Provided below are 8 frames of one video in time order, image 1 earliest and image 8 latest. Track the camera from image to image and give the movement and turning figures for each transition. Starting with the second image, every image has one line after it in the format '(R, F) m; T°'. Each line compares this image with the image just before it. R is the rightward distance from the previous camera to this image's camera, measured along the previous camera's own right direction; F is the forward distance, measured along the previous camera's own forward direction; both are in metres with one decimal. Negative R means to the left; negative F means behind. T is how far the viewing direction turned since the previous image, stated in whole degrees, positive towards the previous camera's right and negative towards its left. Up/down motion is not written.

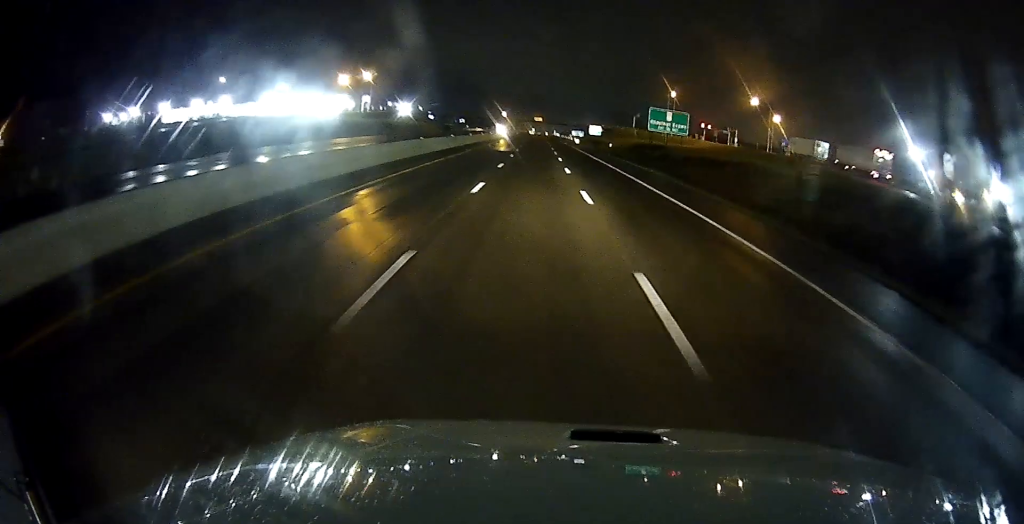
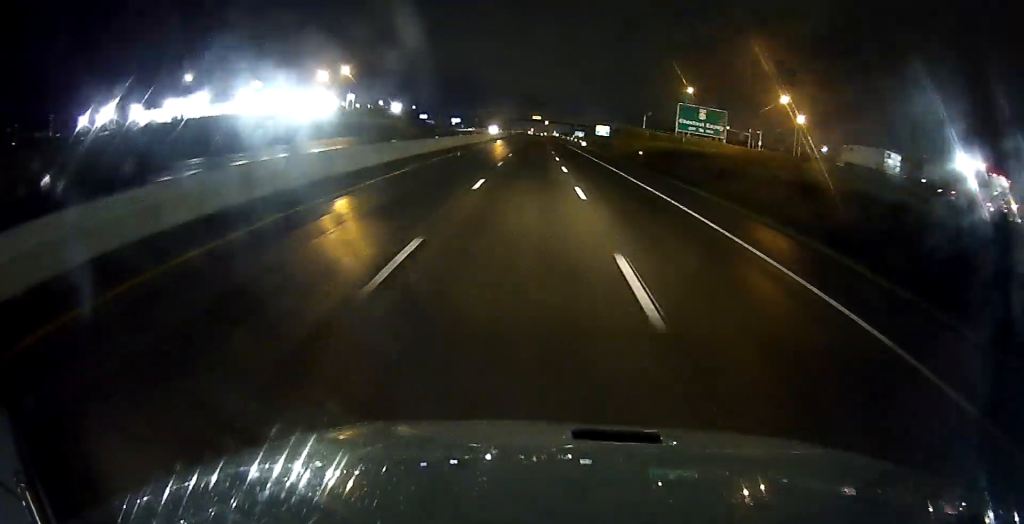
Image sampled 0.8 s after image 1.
(0.0, +23.2) m; +1°
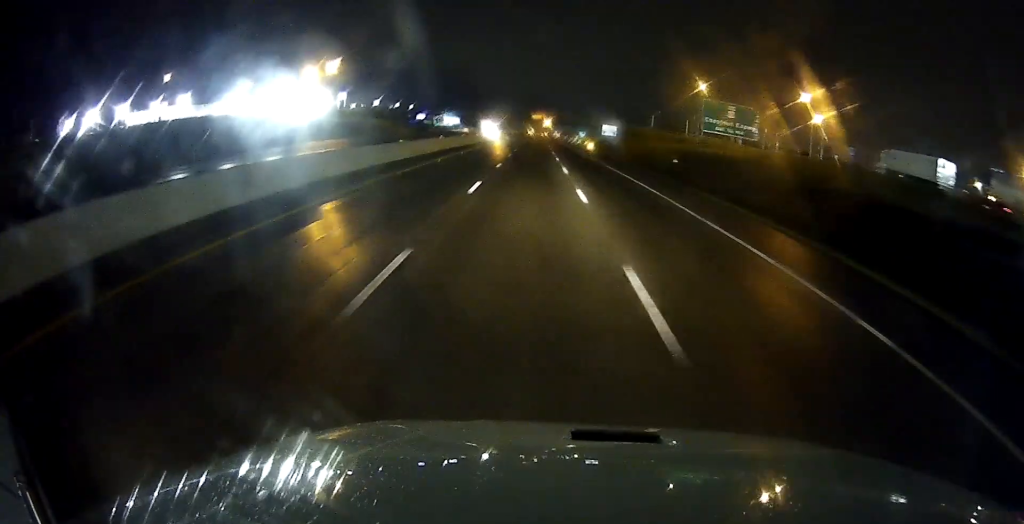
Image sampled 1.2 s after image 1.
(+0.2, +13.1) m; +1°
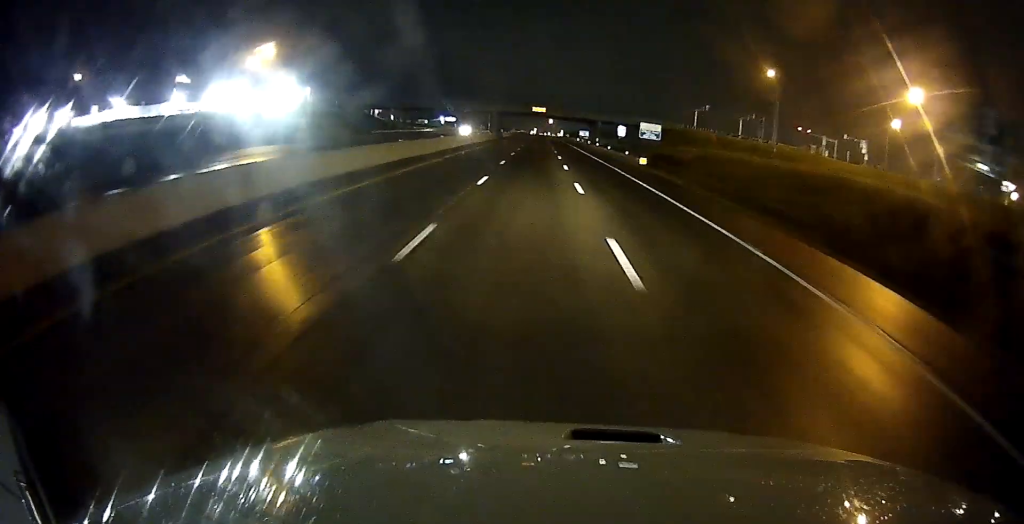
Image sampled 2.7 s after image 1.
(-0.4, +46.4) m; -1°
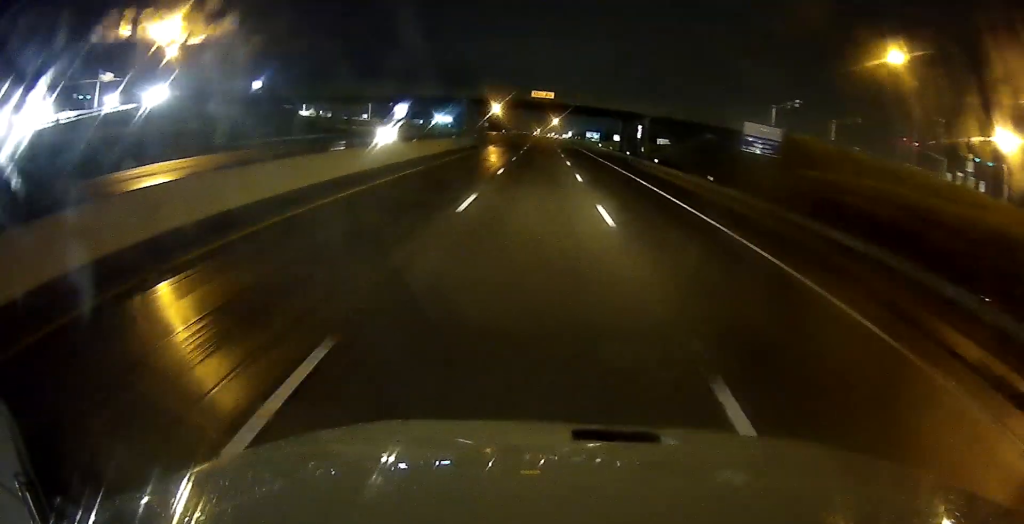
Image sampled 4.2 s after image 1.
(+0.2, +43.4) m; 0°
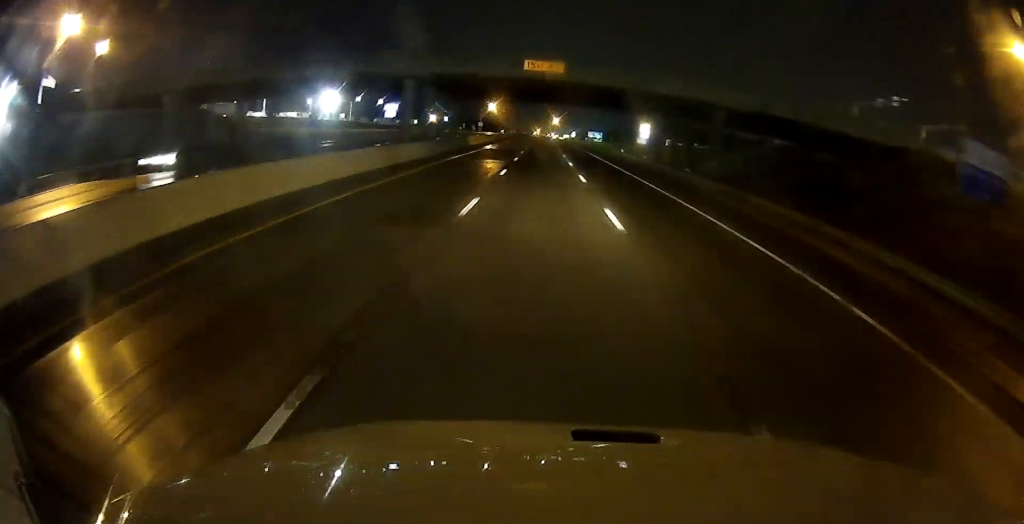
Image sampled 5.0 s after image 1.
(-0.3, +25.2) m; 0°
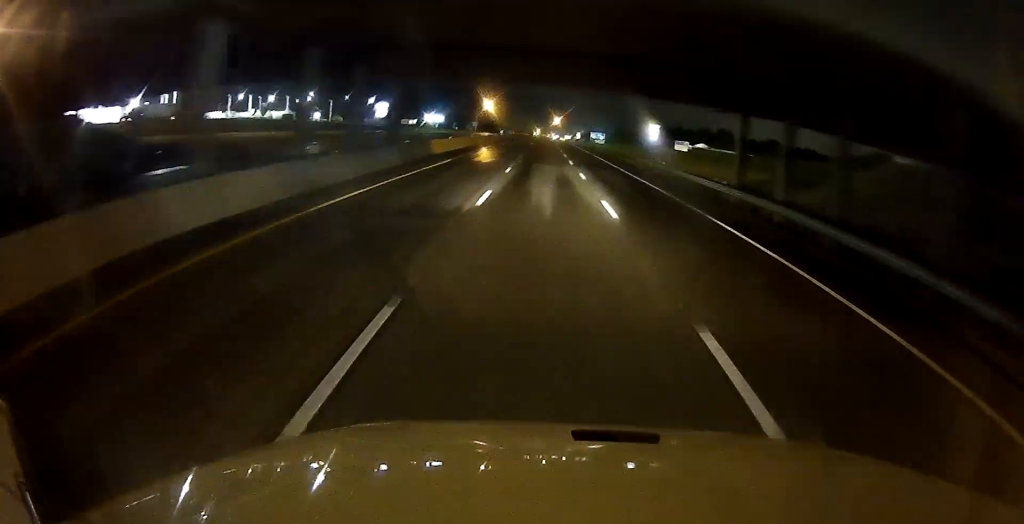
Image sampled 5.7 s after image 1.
(0.0, +22.2) m; 0°
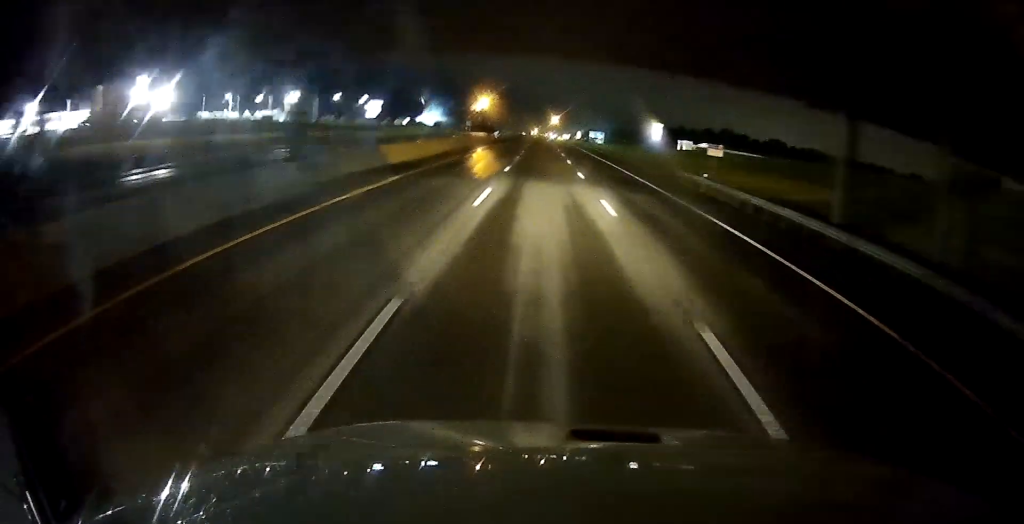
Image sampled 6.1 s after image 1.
(+0.3, +12.1) m; 0°
